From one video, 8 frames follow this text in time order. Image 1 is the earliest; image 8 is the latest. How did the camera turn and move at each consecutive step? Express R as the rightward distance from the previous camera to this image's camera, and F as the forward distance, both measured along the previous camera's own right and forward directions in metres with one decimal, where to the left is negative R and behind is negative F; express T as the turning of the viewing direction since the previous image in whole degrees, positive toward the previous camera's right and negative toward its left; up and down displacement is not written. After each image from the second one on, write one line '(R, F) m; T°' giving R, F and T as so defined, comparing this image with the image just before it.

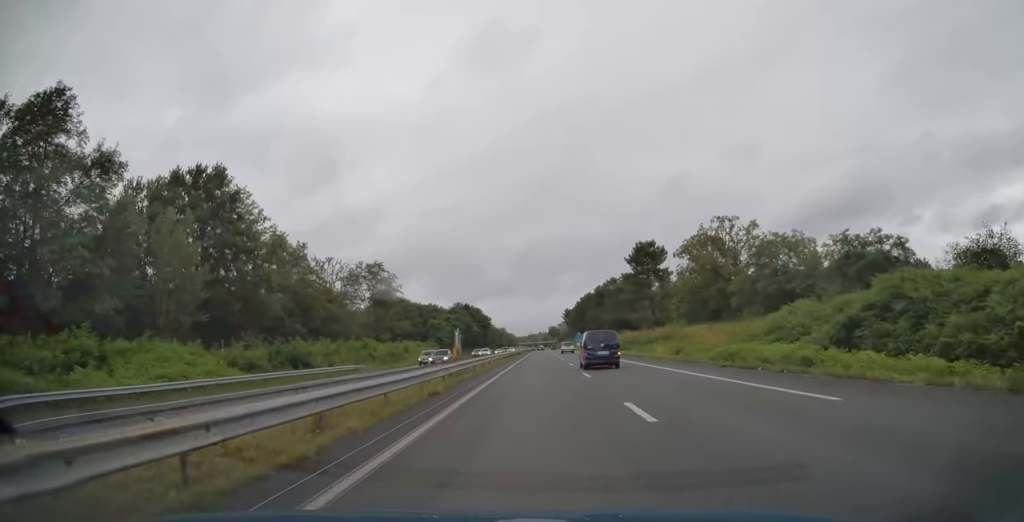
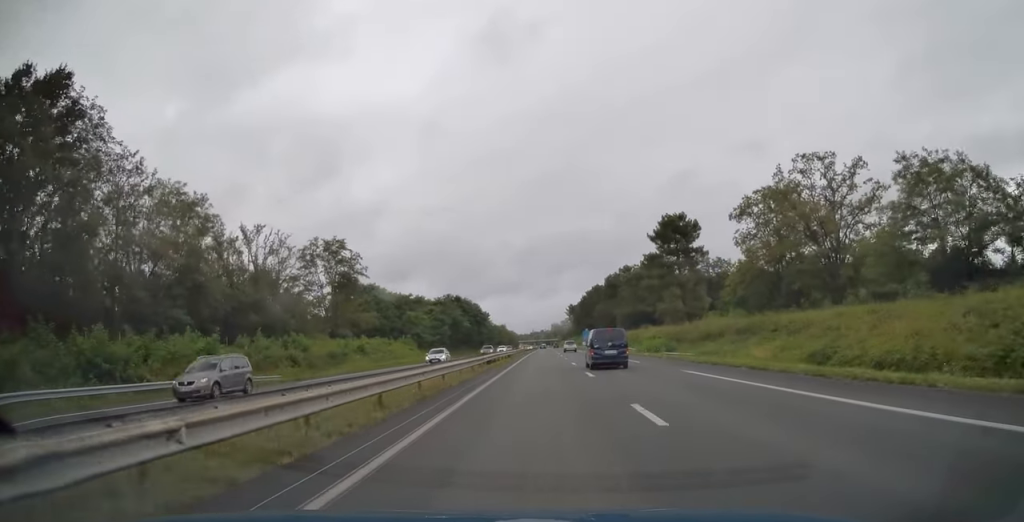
(+0.1, +26.9) m; 0°
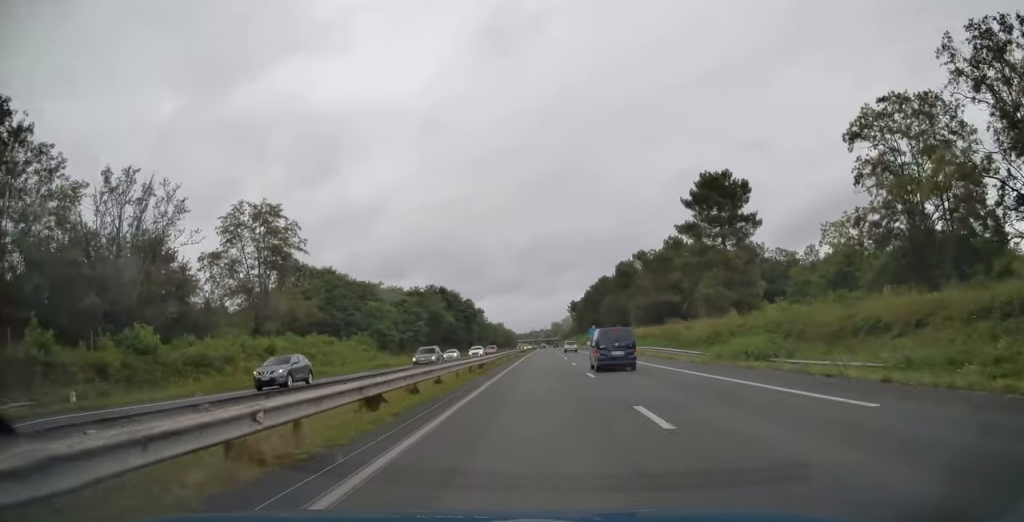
(-0.1, +26.6) m; 0°
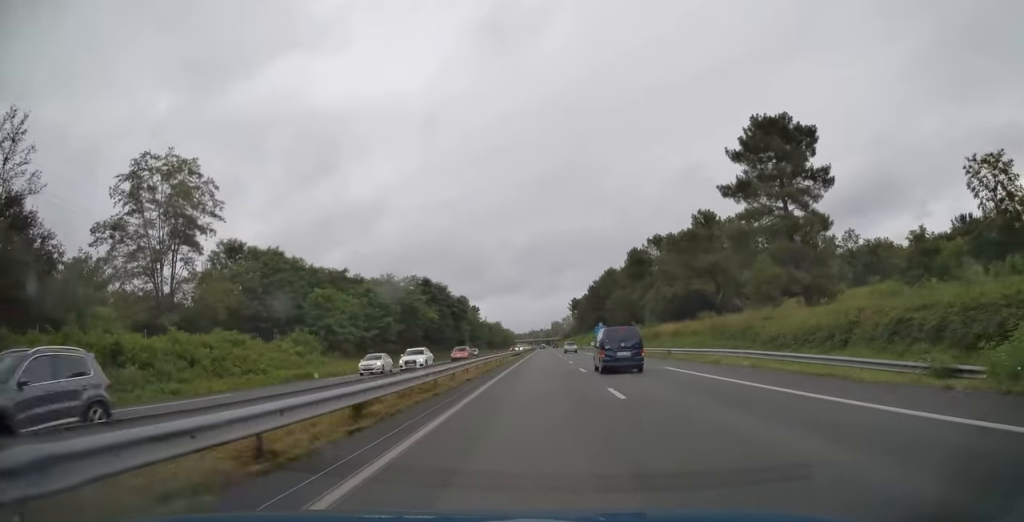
(0.0, +21.1) m; 0°
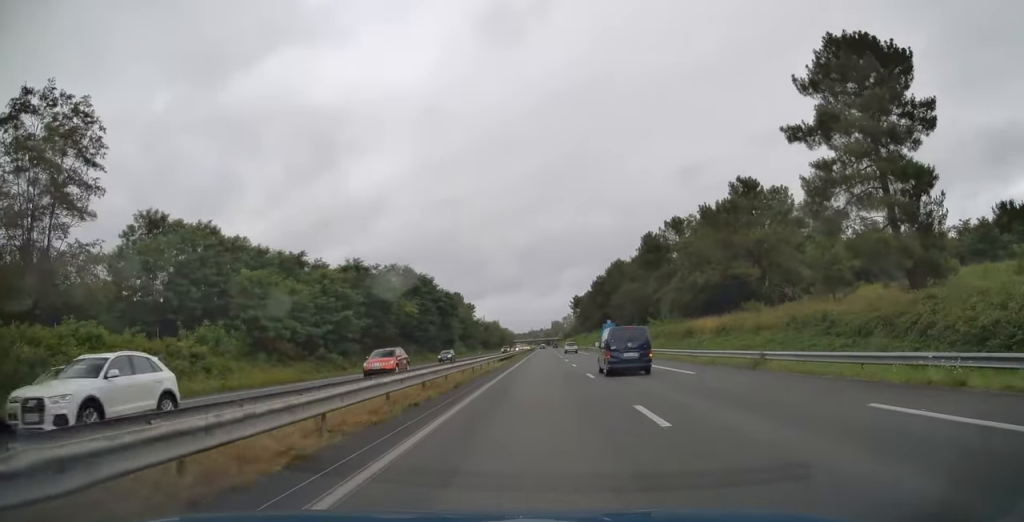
(+0.1, +17.9) m; 0°
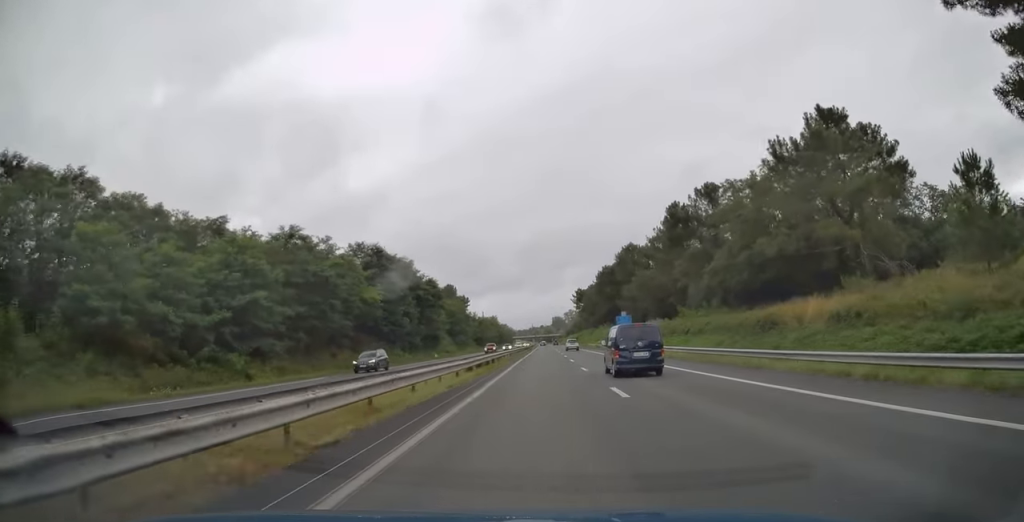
(0.0, +21.5) m; 0°
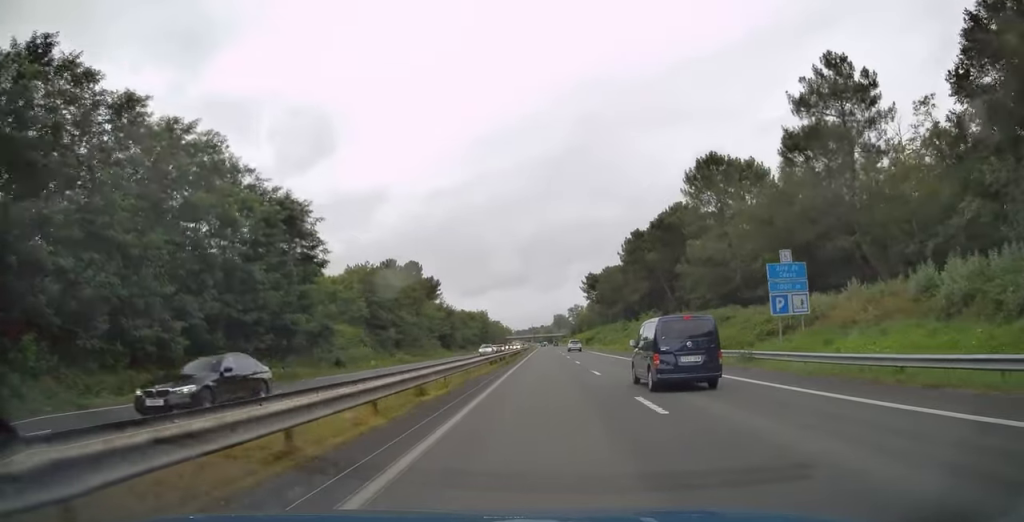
(-0.1, +68.4) m; 0°
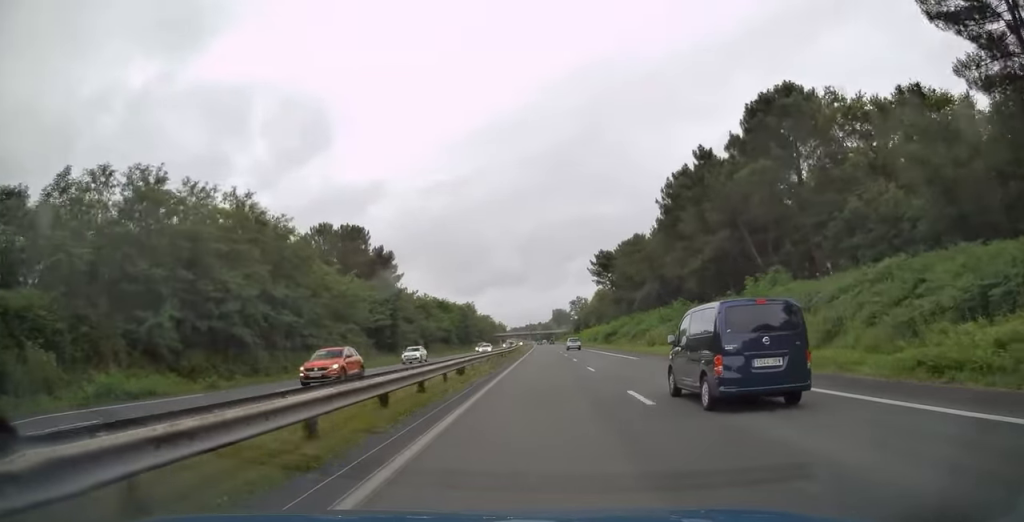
(0.0, +51.2) m; 0°
